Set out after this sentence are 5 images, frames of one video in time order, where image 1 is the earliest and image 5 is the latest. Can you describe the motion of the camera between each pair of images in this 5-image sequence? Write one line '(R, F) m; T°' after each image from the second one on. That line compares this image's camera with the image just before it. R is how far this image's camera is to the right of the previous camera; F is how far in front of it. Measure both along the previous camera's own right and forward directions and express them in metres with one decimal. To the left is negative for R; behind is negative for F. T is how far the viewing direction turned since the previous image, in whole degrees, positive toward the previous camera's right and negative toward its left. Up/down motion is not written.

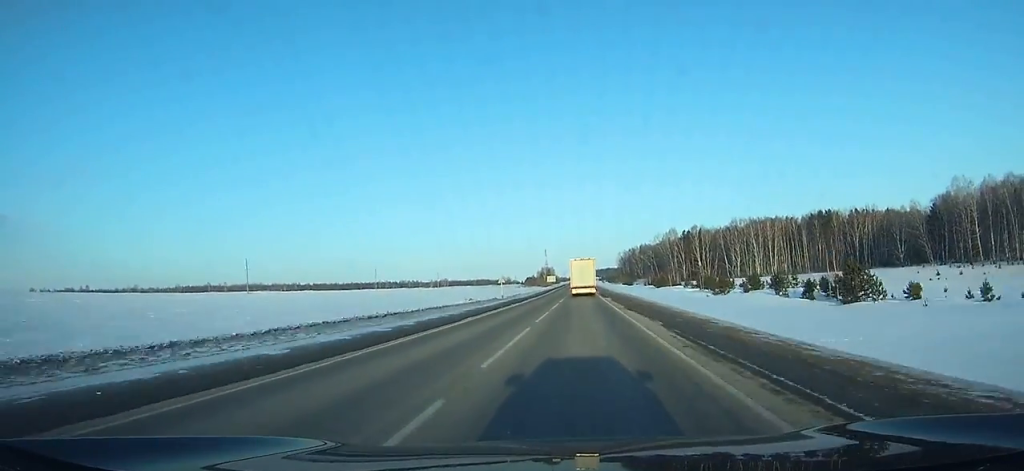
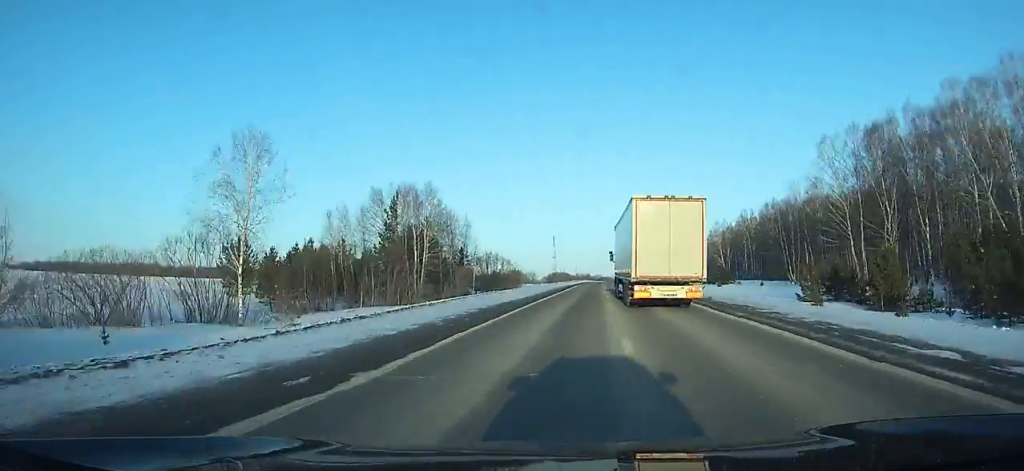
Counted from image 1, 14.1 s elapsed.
(+1.1, +358.0) m; 0°
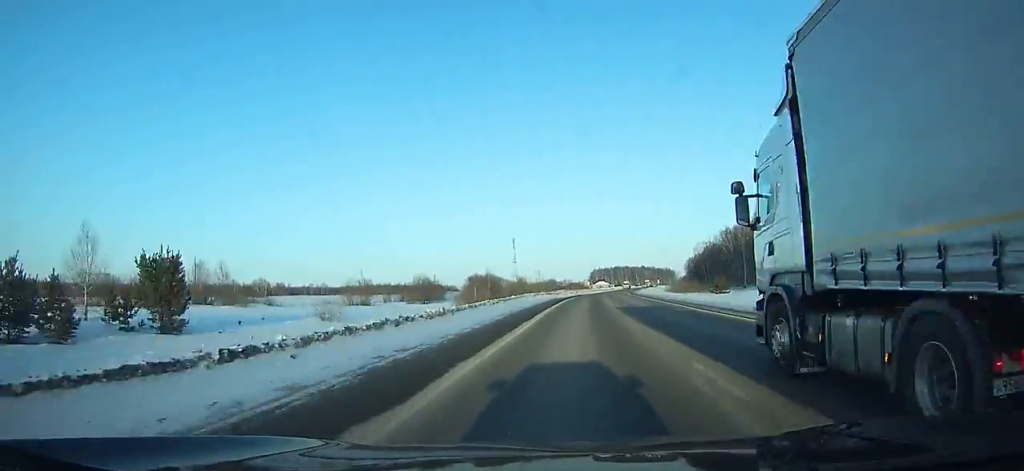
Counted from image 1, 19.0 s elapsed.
(+2.2, +135.8) m; +3°
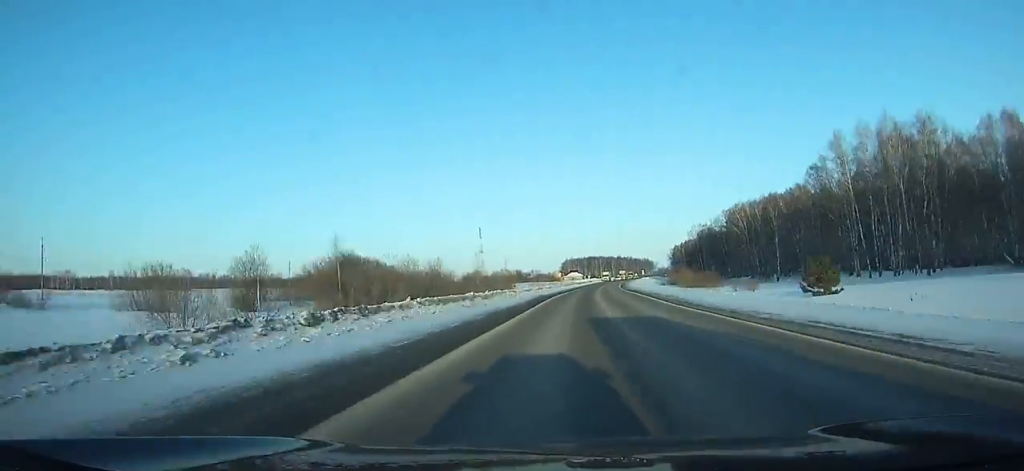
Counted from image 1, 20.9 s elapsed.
(+1.0, +52.7) m; +2°
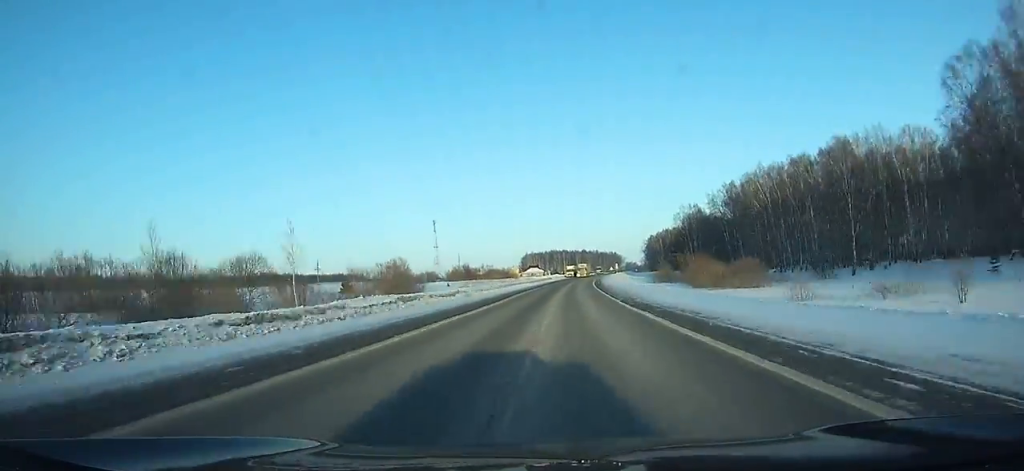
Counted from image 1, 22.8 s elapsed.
(+0.7, +52.3) m; +2°
